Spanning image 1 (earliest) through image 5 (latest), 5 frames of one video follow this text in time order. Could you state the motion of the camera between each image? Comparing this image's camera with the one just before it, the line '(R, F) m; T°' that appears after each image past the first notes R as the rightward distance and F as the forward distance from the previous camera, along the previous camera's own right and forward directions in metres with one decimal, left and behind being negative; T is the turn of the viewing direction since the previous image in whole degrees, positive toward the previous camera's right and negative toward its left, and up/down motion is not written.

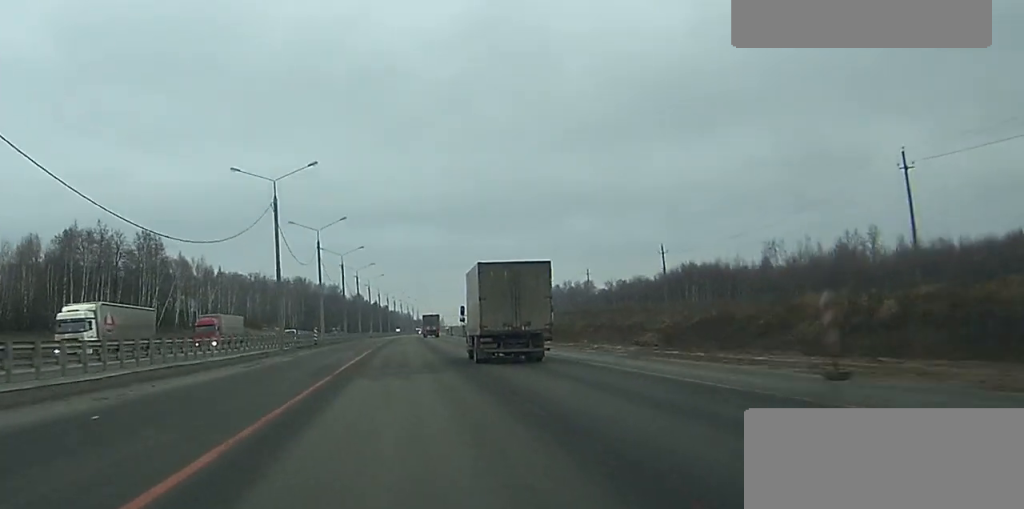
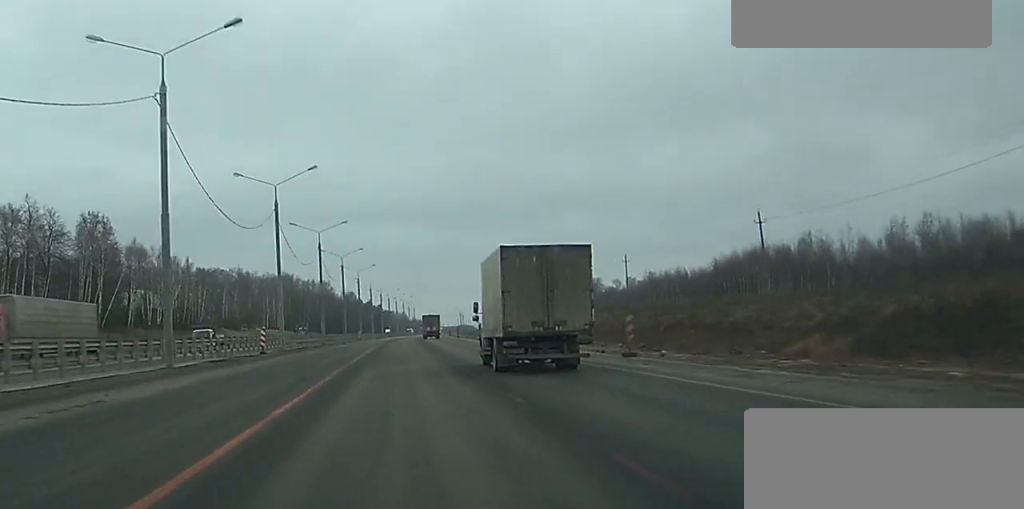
(+0.1, +30.0) m; +1°
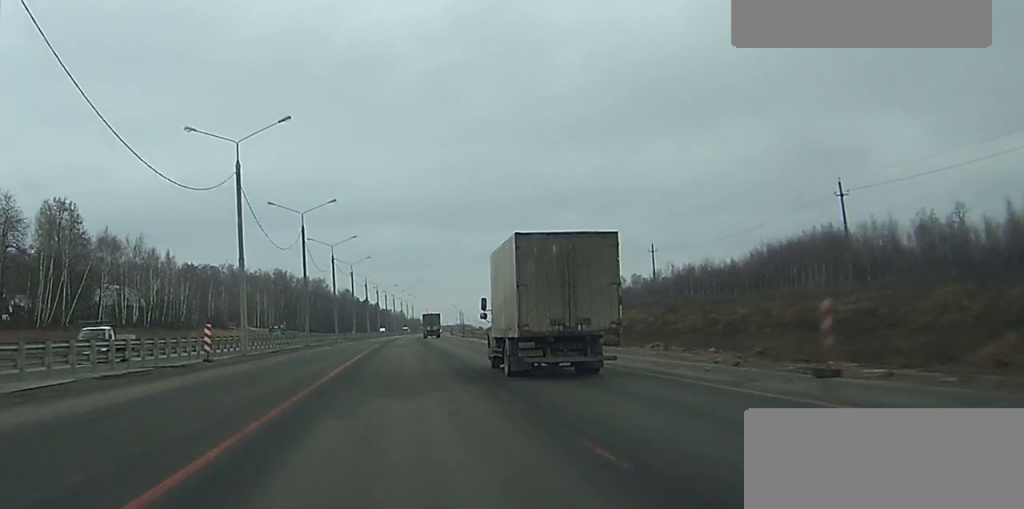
(+0.1, +15.0) m; 0°
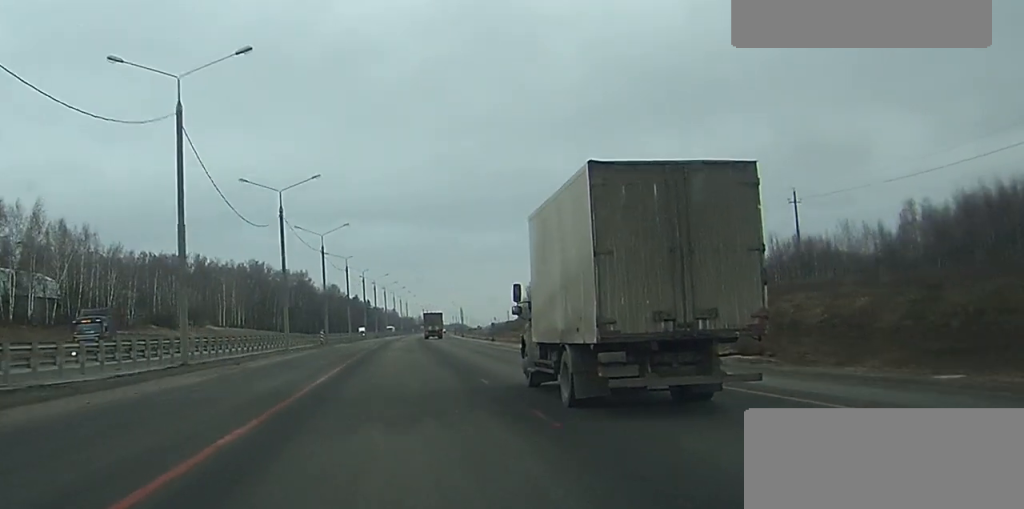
(+0.3, +44.8) m; +1°
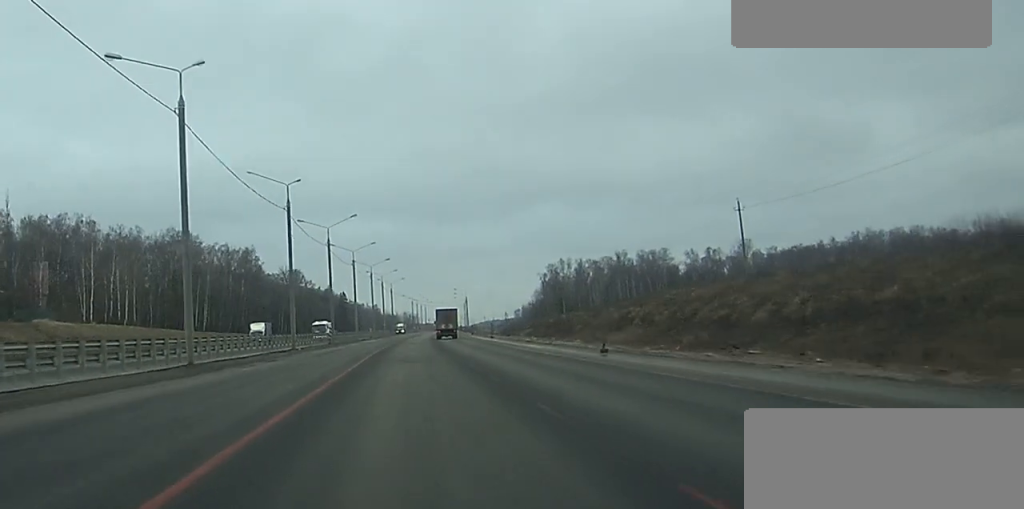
(+0.5, +95.0) m; +1°
